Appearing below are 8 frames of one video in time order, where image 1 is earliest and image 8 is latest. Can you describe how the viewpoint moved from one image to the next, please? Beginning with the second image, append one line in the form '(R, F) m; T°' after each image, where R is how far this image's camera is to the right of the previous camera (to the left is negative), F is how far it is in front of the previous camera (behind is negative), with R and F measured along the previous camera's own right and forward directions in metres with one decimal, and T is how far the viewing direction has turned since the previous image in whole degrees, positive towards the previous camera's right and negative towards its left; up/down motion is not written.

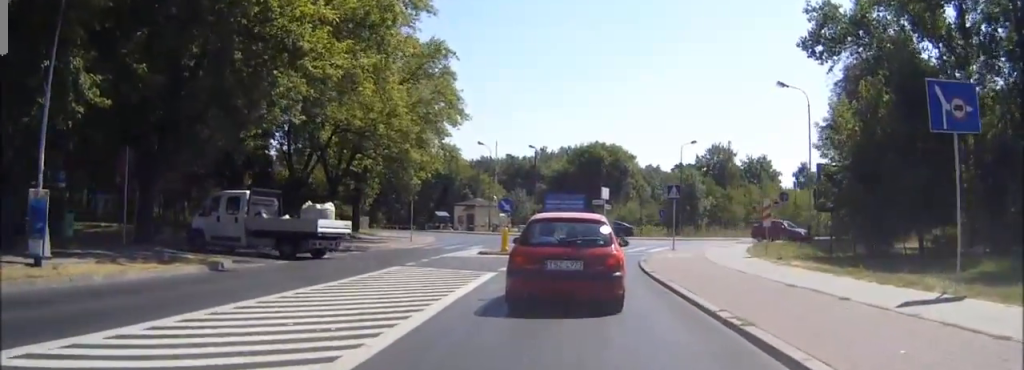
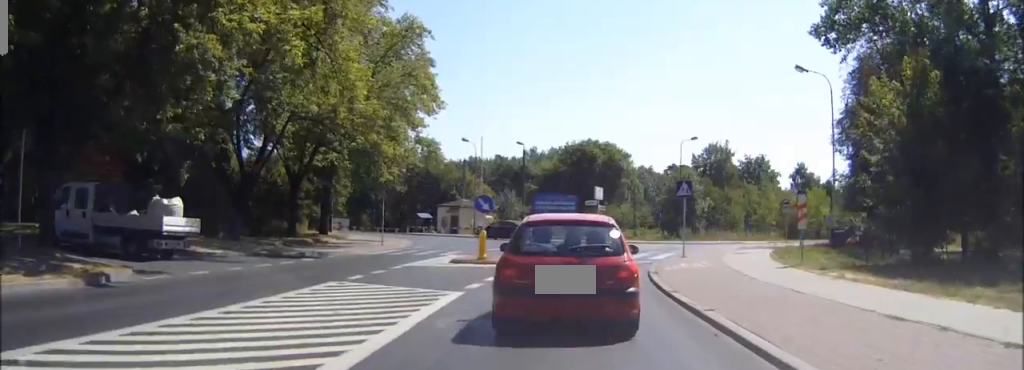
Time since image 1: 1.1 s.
(+0.1, +5.3) m; +1°
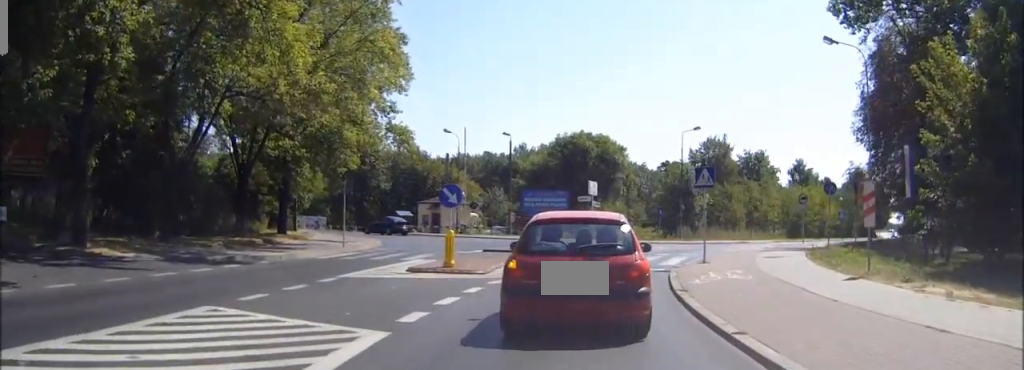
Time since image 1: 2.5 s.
(0.0, +5.3) m; 0°
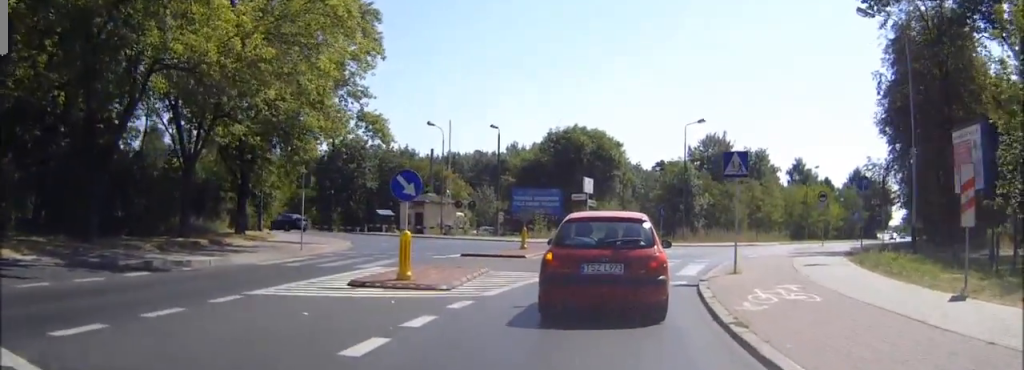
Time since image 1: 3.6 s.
(0.0, +4.4) m; +1°
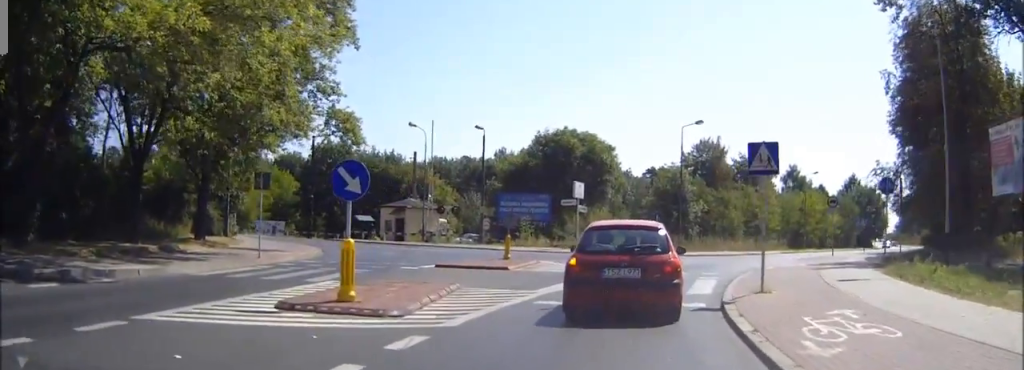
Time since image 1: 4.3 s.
(0.0, +3.0) m; +1°
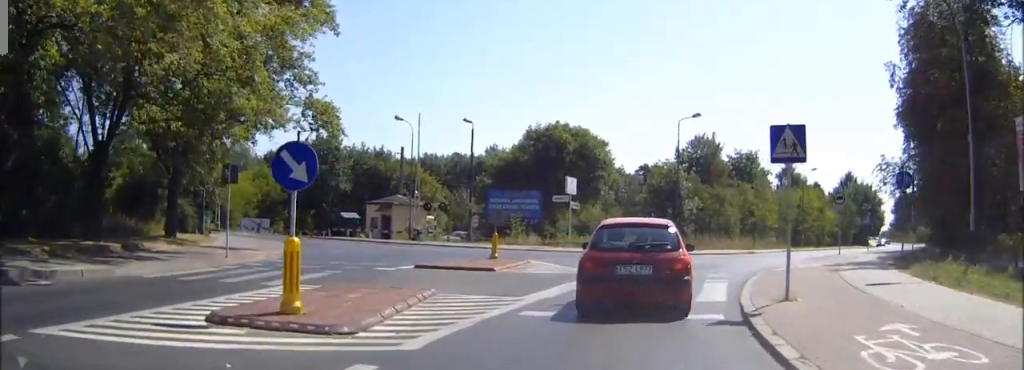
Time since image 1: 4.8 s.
(0.0, +1.9) m; 0°
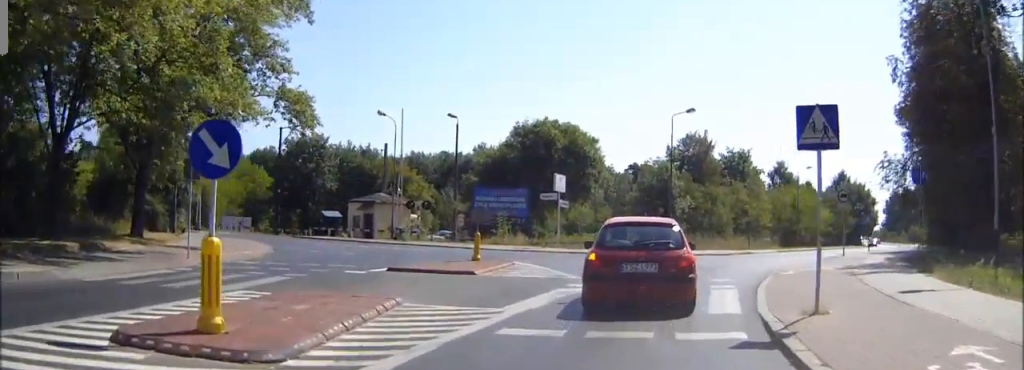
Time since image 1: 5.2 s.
(0.0, +1.8) m; +1°
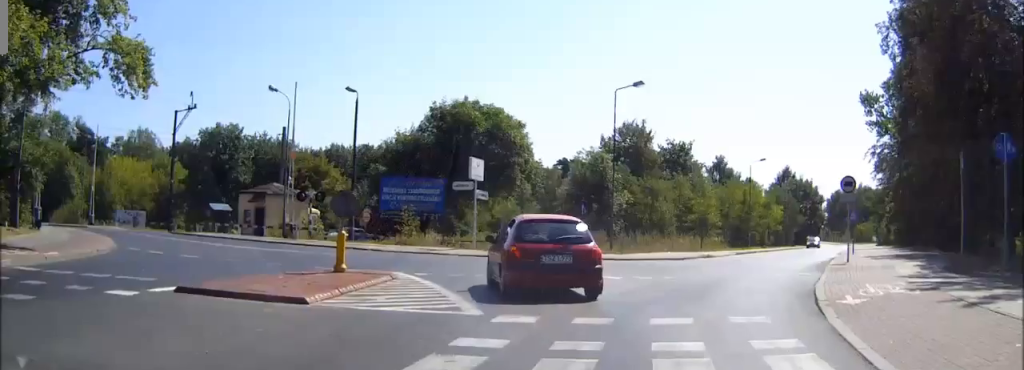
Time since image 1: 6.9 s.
(+0.2, +7.9) m; +4°
